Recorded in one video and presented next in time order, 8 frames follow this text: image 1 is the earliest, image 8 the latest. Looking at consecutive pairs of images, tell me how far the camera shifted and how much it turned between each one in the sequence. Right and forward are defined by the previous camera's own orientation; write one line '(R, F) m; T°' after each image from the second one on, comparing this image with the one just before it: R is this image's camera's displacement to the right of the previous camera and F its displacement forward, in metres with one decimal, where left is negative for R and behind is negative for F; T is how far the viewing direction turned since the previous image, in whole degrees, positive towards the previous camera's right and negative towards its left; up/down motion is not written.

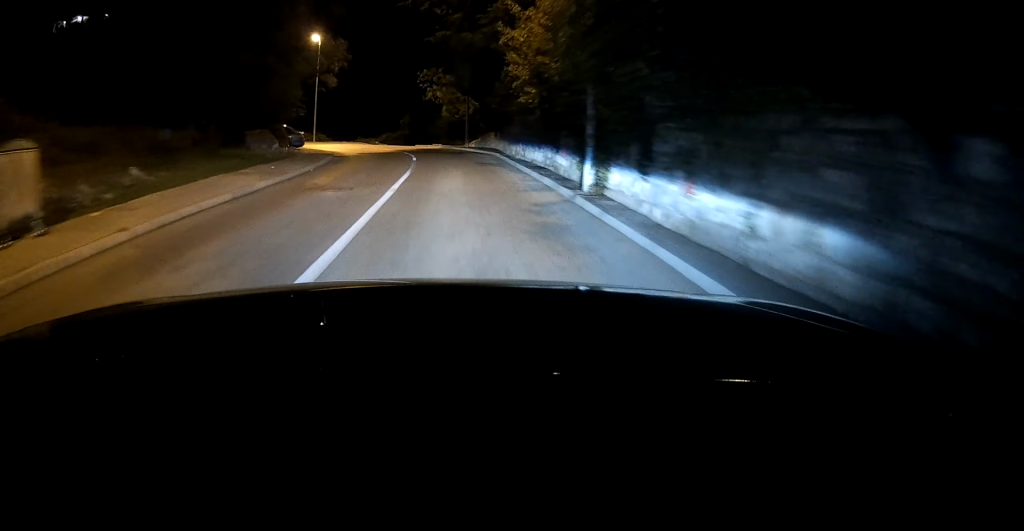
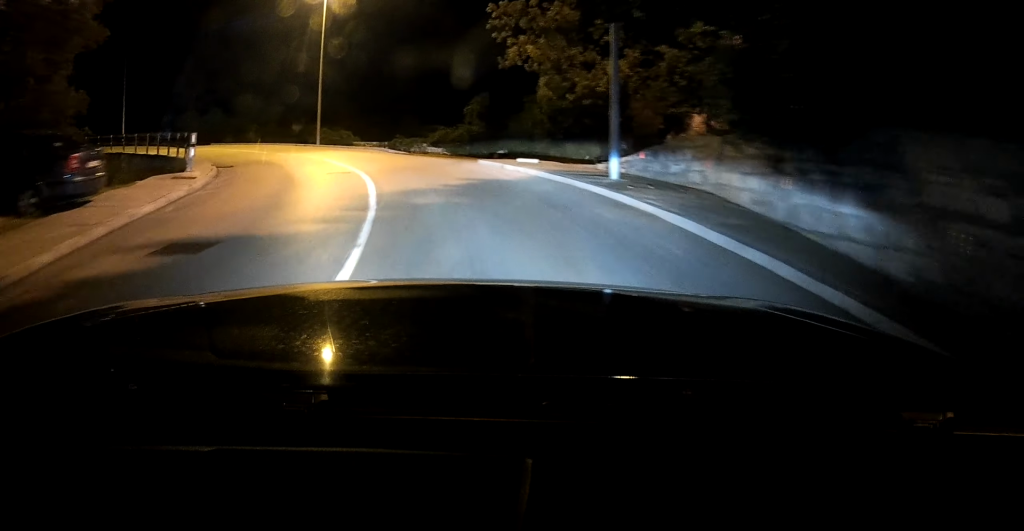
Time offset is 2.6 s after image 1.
(-1.6, +25.5) m; -11°
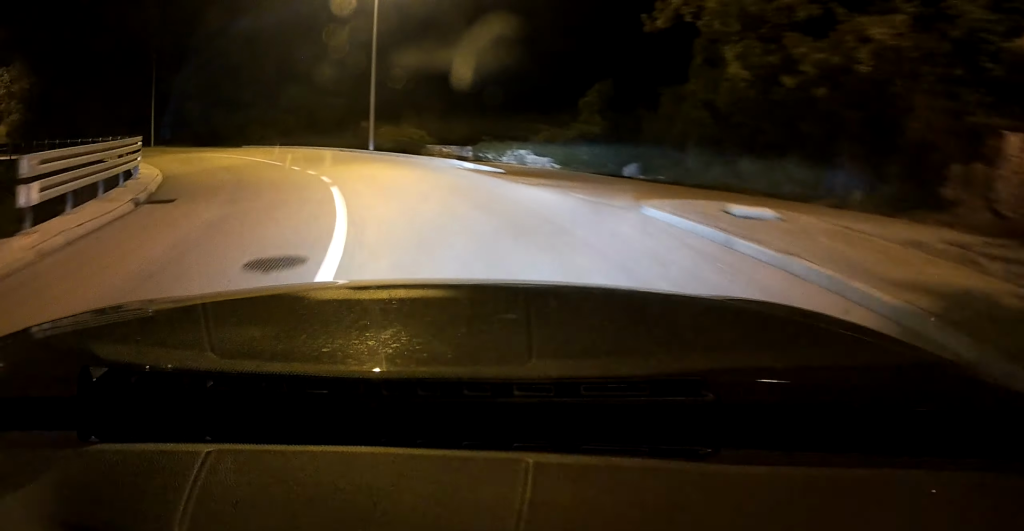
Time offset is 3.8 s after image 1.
(-0.5, +11.1) m; -10°
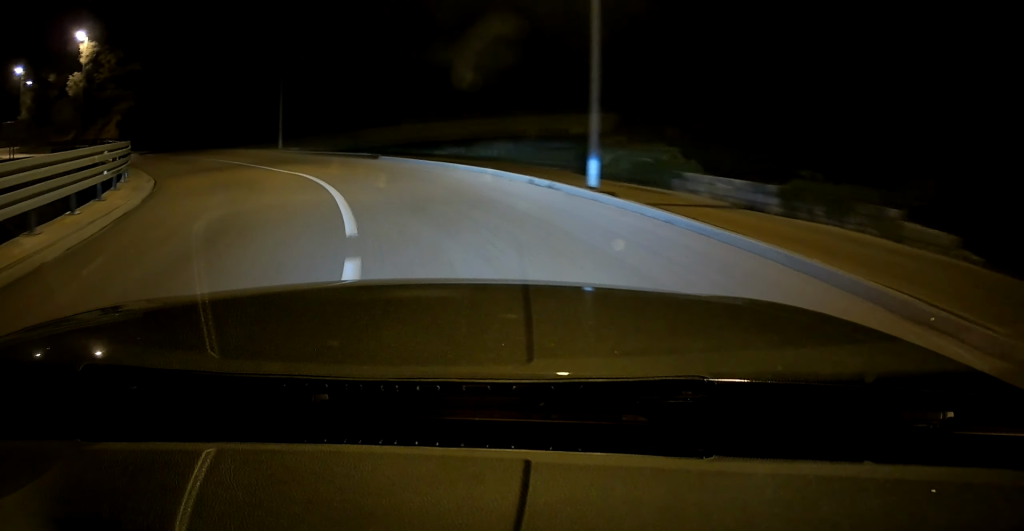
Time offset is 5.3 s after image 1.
(-2.1, +13.2) m; -16°
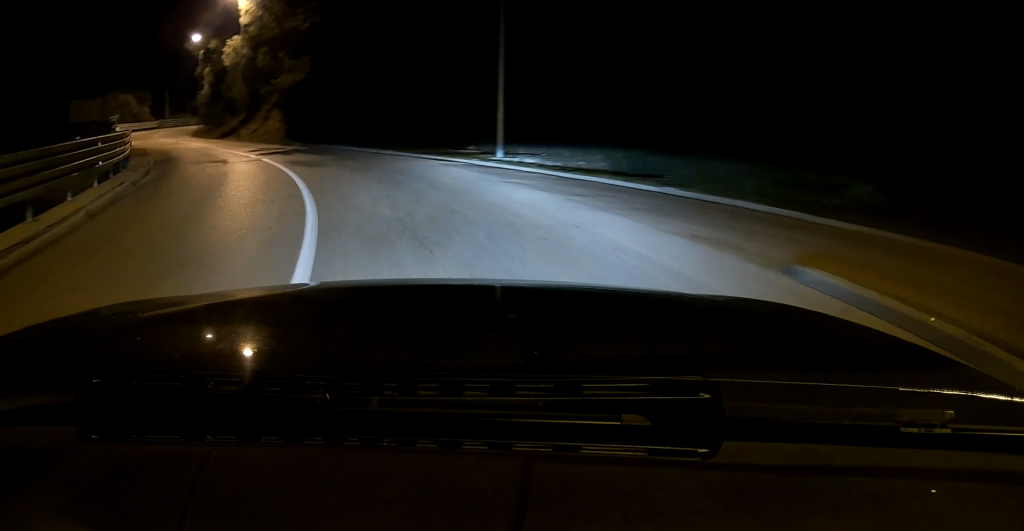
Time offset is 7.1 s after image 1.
(-2.9, +15.6) m; -22°
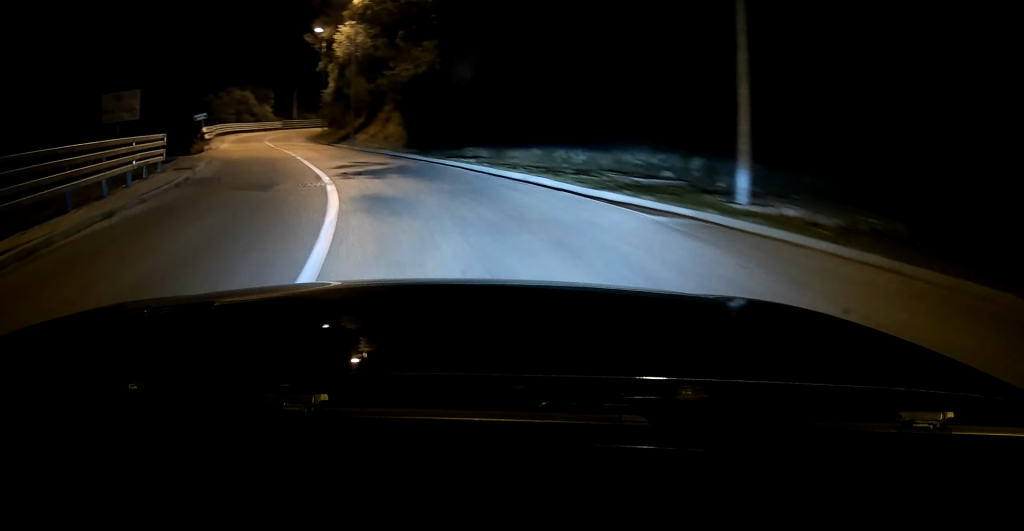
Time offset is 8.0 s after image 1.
(-0.1, +7.9) m; -11°
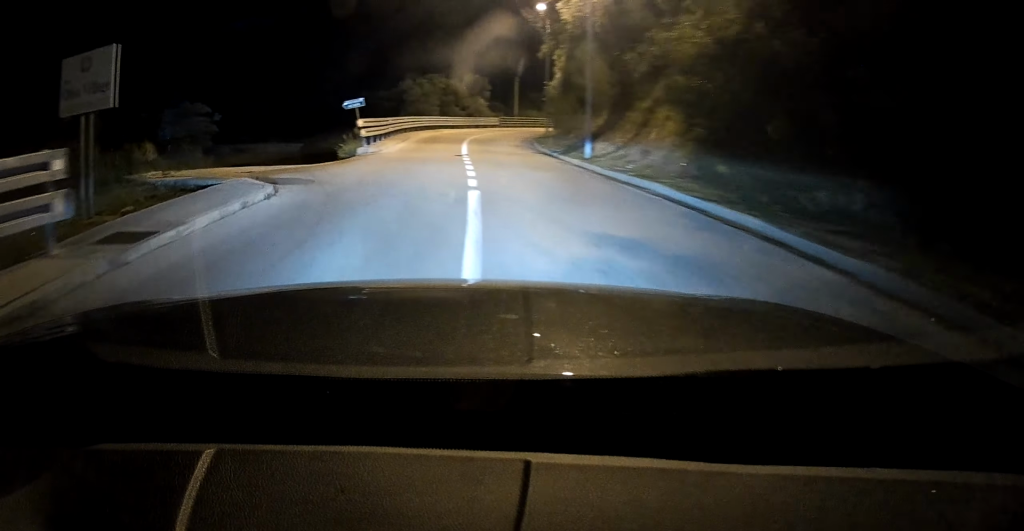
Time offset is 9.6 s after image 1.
(-2.7, +11.0) m; -20°
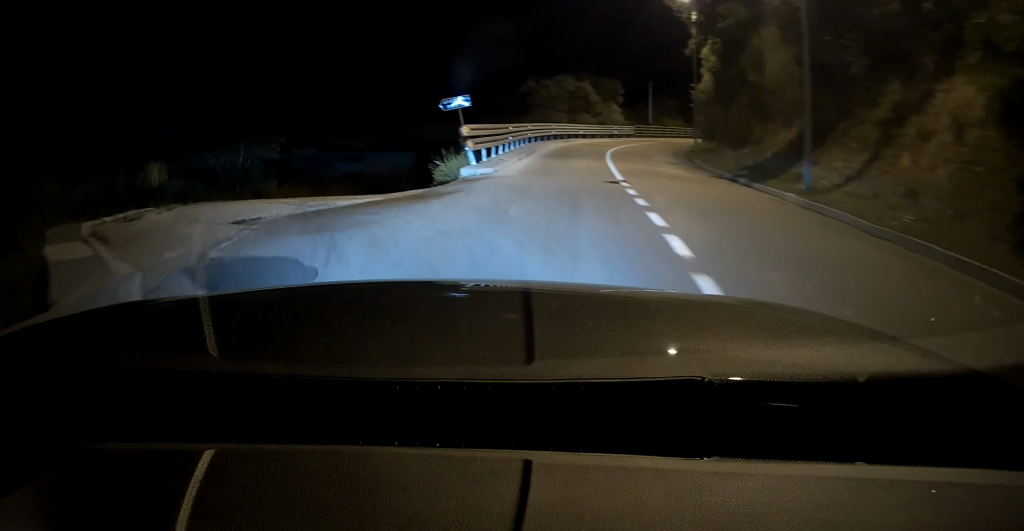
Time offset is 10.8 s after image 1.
(-0.9, +7.4) m; -13°
